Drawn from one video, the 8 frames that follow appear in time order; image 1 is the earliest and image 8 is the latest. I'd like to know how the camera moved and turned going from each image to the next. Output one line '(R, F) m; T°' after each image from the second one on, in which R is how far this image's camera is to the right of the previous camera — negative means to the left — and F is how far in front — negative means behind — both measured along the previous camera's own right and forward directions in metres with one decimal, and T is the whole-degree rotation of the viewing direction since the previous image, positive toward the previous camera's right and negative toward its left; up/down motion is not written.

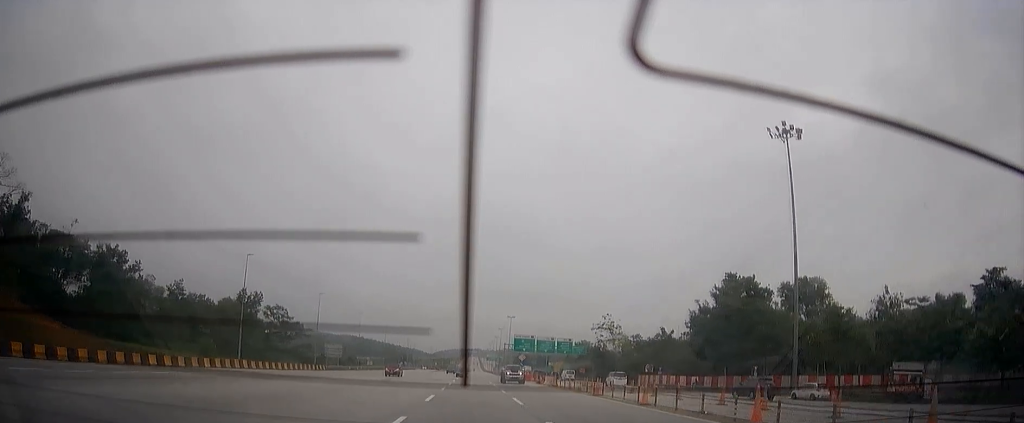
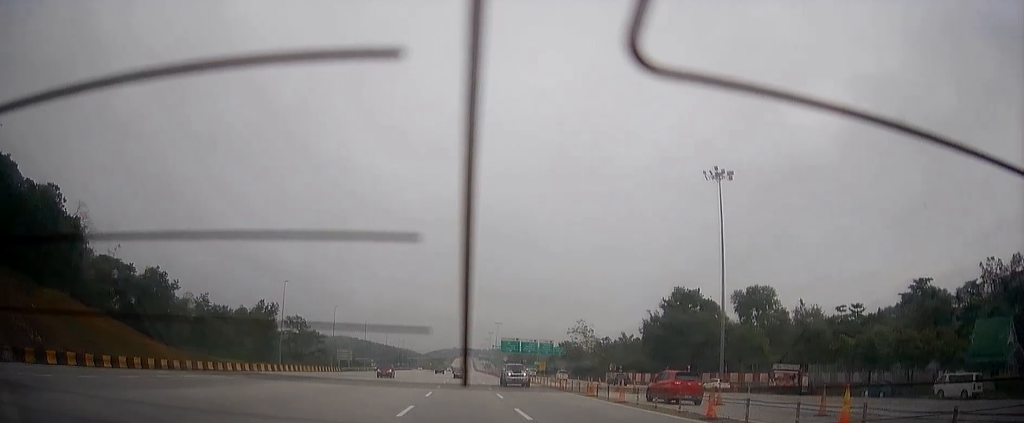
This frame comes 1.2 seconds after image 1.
(0.0, +17.8) m; -1°
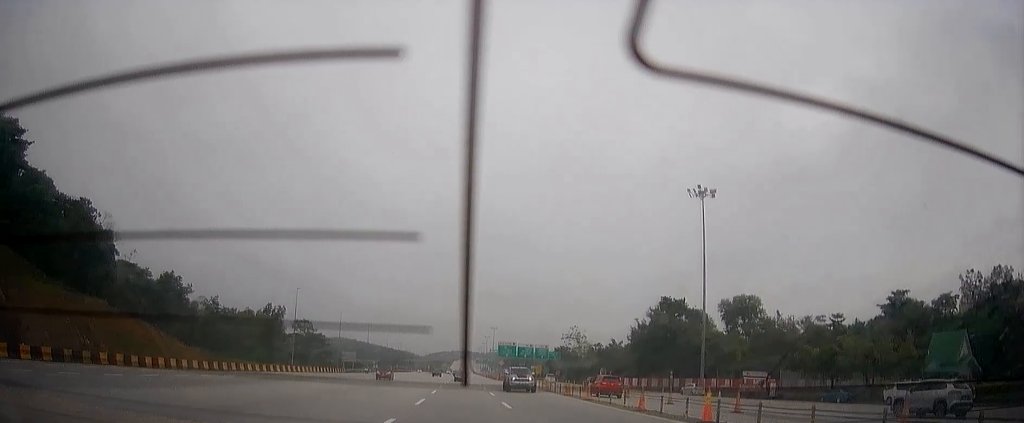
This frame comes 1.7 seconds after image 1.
(0.0, +6.7) m; 0°
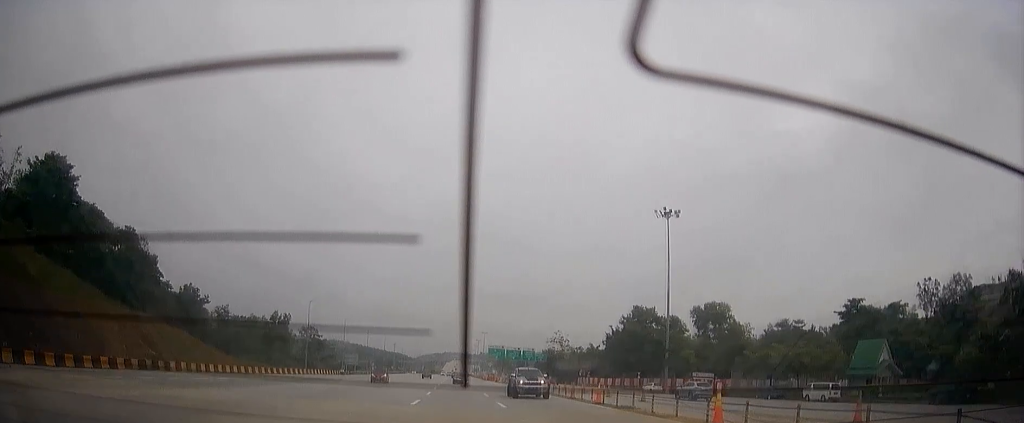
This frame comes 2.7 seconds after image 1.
(-0.1, +12.5) m; -1°
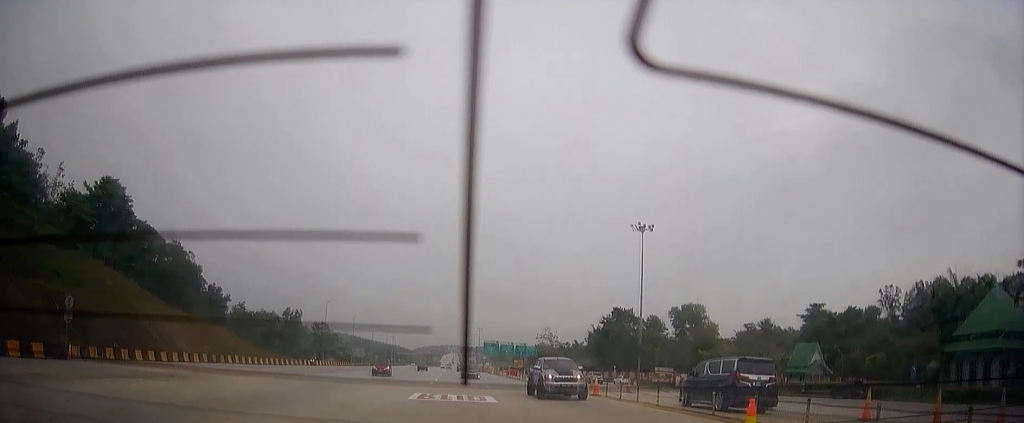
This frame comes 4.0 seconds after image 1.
(-0.1, +14.1) m; 0°
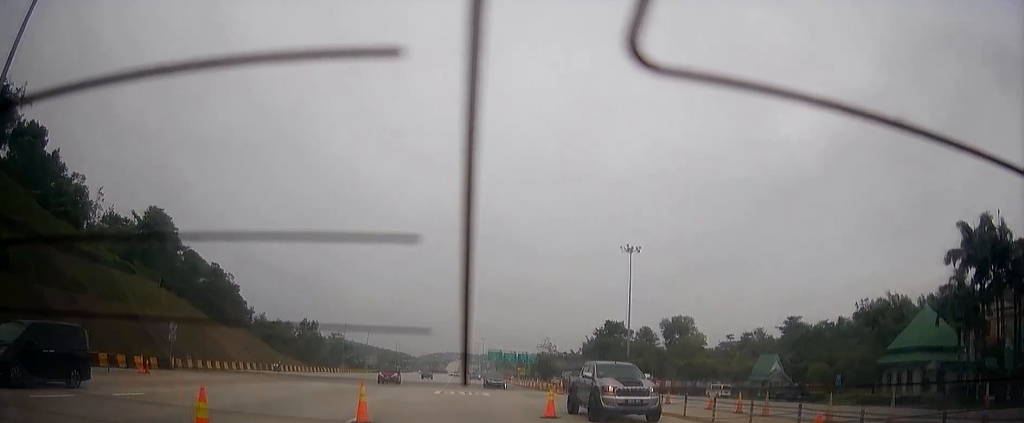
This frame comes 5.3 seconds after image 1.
(0.0, +12.9) m; 0°
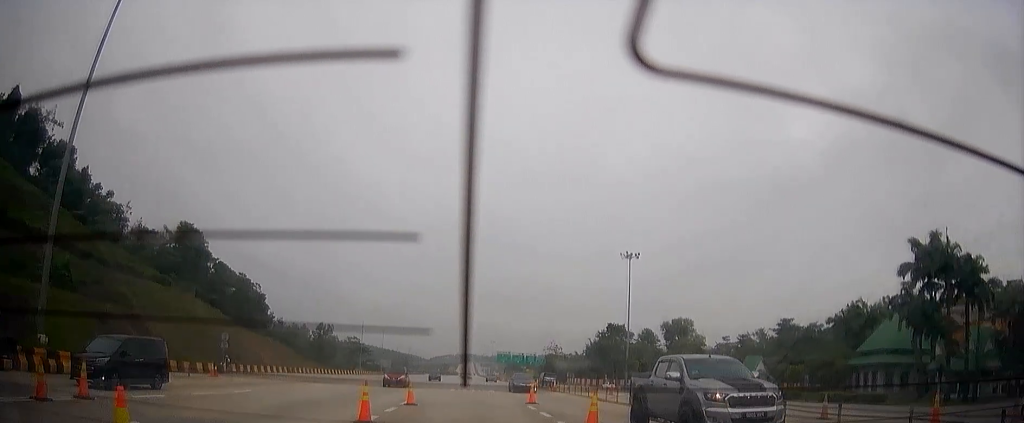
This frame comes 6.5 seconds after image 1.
(+0.1, +8.9) m; +1°
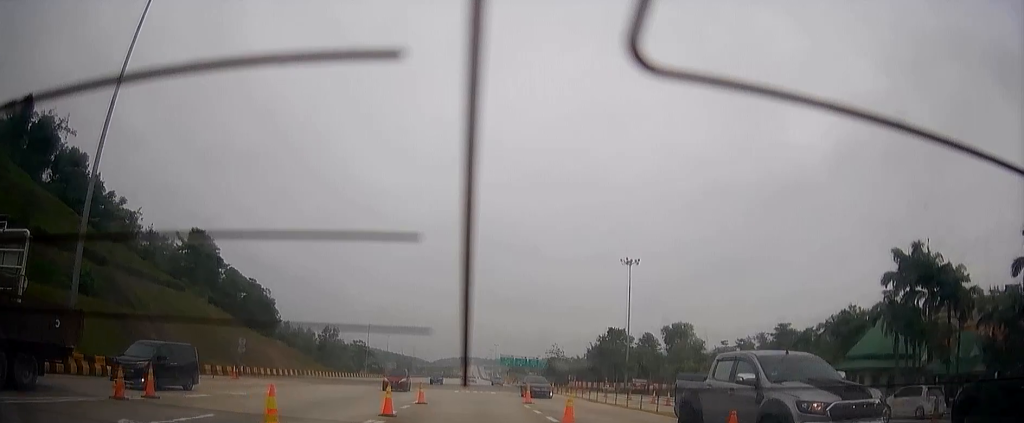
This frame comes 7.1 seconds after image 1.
(0.0, +4.2) m; 0°
